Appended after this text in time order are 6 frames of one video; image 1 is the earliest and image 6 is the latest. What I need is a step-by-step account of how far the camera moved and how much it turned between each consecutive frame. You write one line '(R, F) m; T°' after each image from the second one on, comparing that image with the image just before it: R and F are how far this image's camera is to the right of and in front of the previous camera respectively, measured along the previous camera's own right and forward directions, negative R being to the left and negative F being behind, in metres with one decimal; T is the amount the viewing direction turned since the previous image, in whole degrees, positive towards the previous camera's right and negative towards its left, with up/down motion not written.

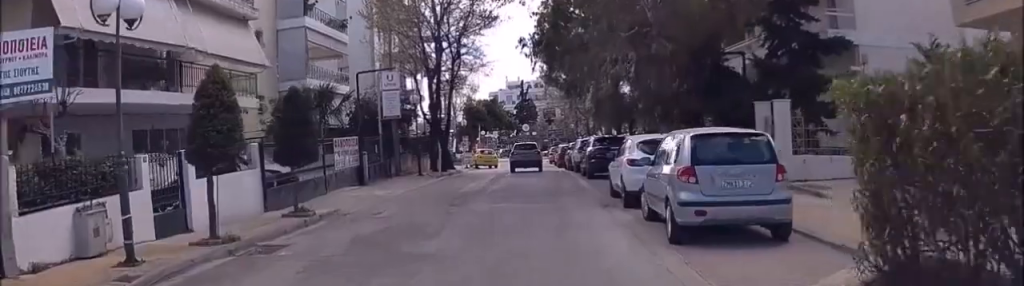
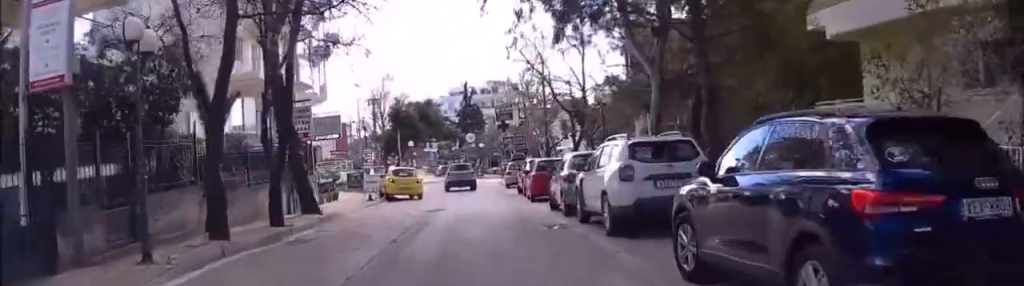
(+0.7, +20.4) m; +3°
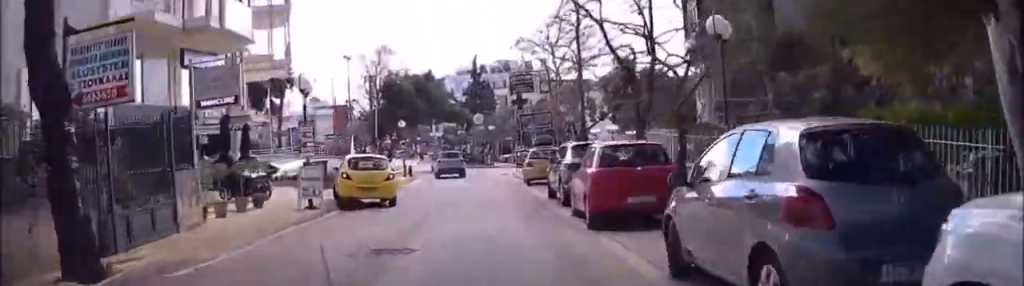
(0.0, +11.4) m; 0°
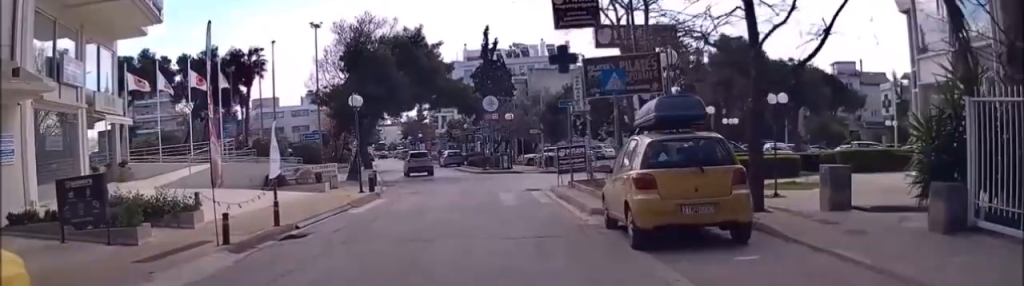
(-0.3, +18.3) m; -1°
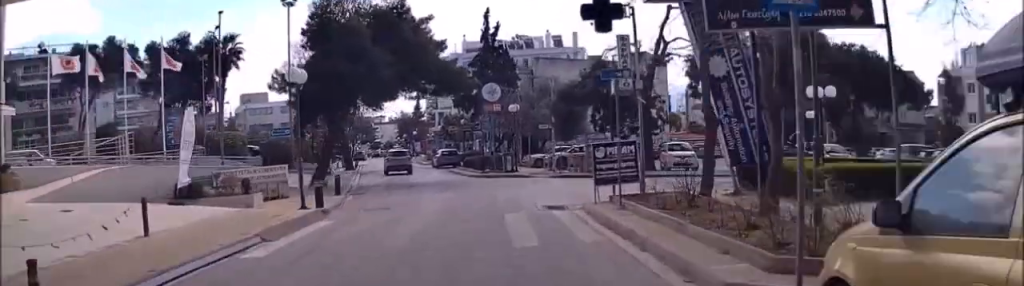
(0.0, +7.6) m; +1°
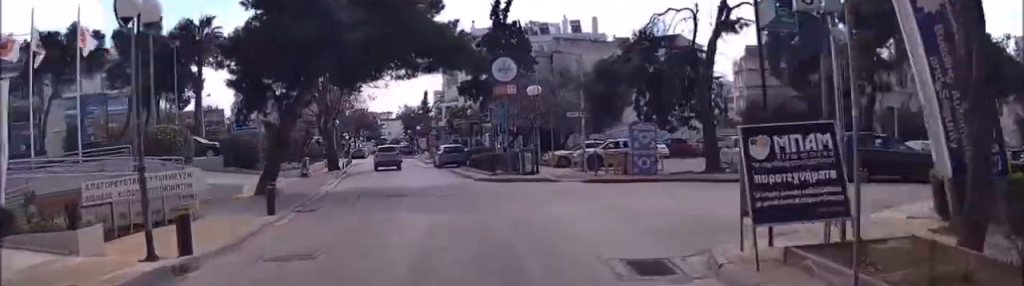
(+0.1, +8.9) m; 0°
